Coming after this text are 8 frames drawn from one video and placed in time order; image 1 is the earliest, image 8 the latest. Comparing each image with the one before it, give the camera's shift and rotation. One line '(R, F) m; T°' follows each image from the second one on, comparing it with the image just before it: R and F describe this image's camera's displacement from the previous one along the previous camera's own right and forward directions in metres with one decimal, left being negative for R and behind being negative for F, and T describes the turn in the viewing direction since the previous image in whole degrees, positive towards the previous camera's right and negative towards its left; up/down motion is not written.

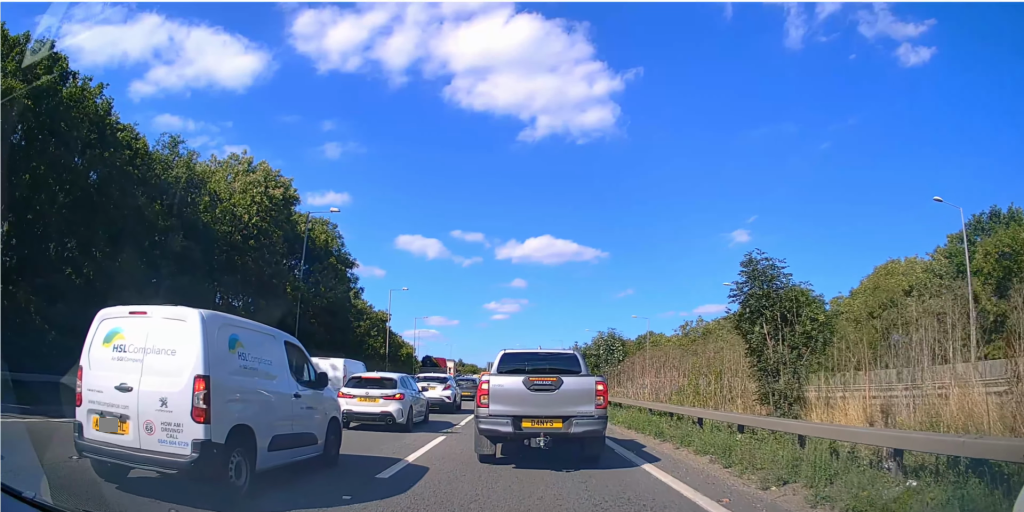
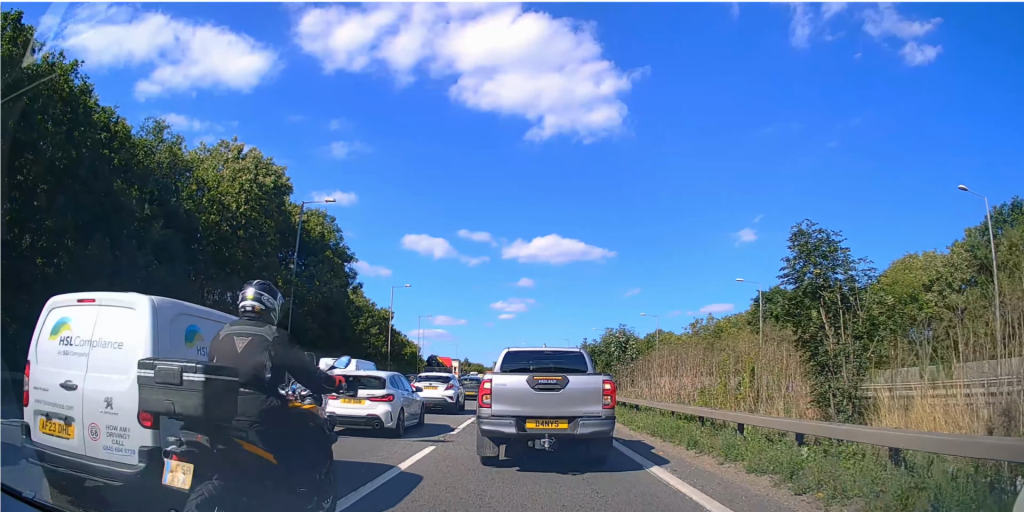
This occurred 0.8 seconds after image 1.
(0.0, +3.0) m; -1°
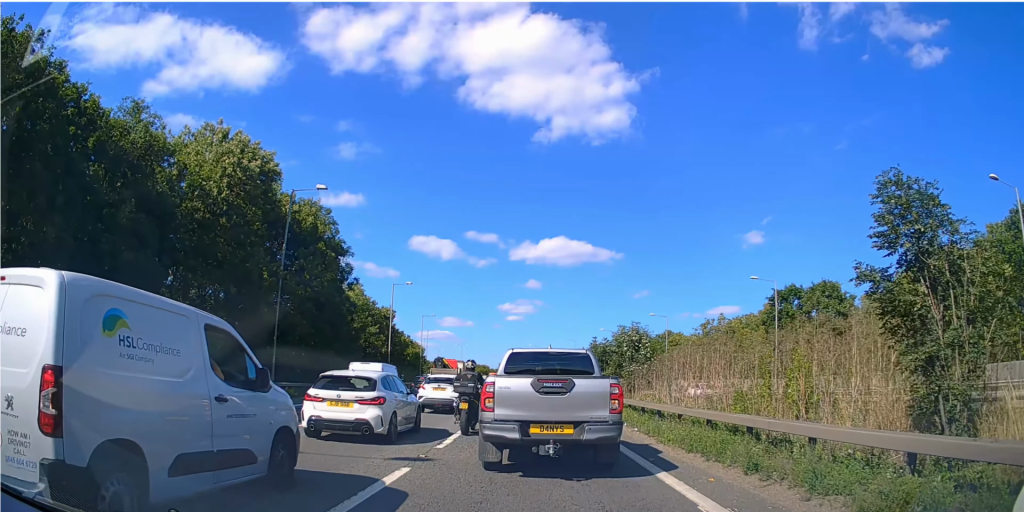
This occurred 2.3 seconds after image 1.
(0.0, +3.9) m; -3°
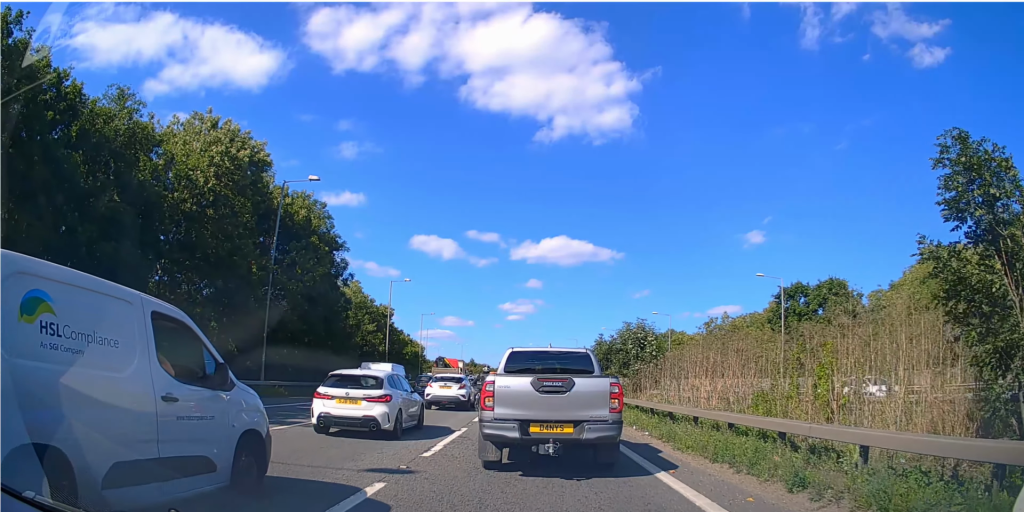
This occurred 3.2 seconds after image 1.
(0.0, +1.6) m; -1°
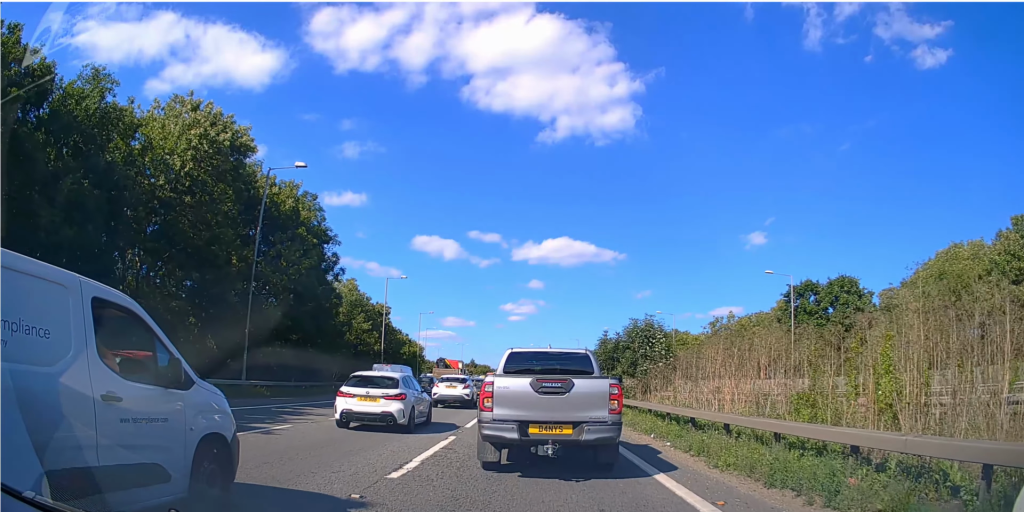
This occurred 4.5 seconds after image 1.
(0.0, +2.2) m; +1°
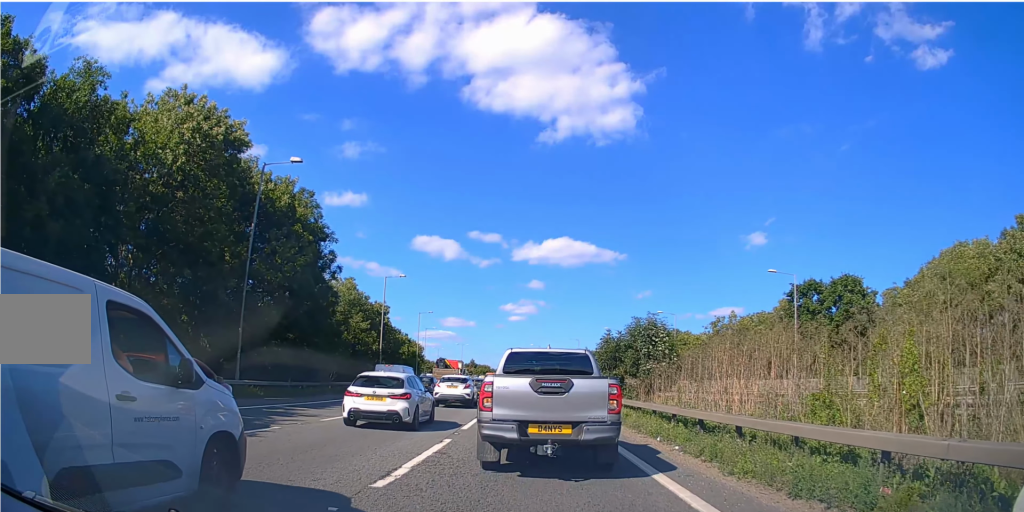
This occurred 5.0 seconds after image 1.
(0.0, +0.7) m; 0°
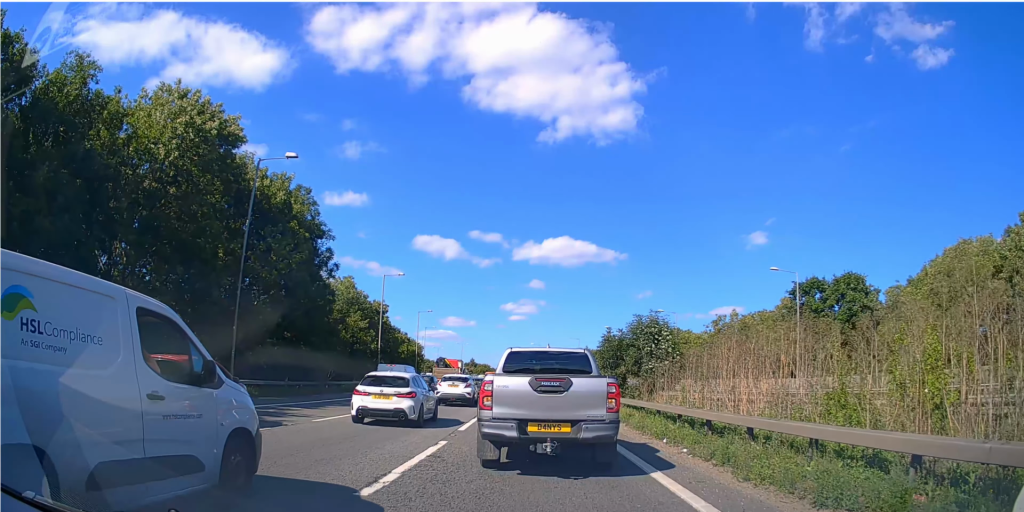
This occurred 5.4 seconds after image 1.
(0.0, +0.6) m; 0°
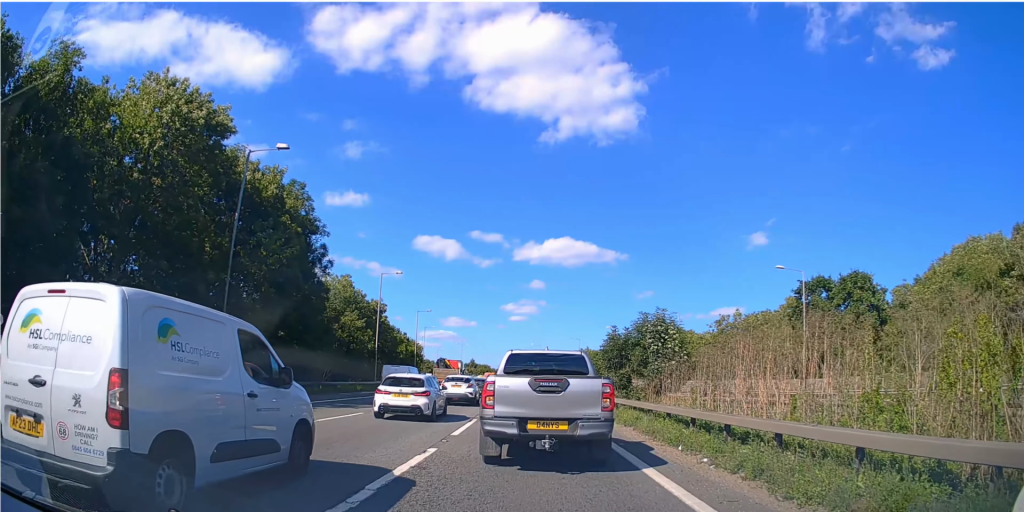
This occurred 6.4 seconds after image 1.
(0.0, +1.2) m; 0°
